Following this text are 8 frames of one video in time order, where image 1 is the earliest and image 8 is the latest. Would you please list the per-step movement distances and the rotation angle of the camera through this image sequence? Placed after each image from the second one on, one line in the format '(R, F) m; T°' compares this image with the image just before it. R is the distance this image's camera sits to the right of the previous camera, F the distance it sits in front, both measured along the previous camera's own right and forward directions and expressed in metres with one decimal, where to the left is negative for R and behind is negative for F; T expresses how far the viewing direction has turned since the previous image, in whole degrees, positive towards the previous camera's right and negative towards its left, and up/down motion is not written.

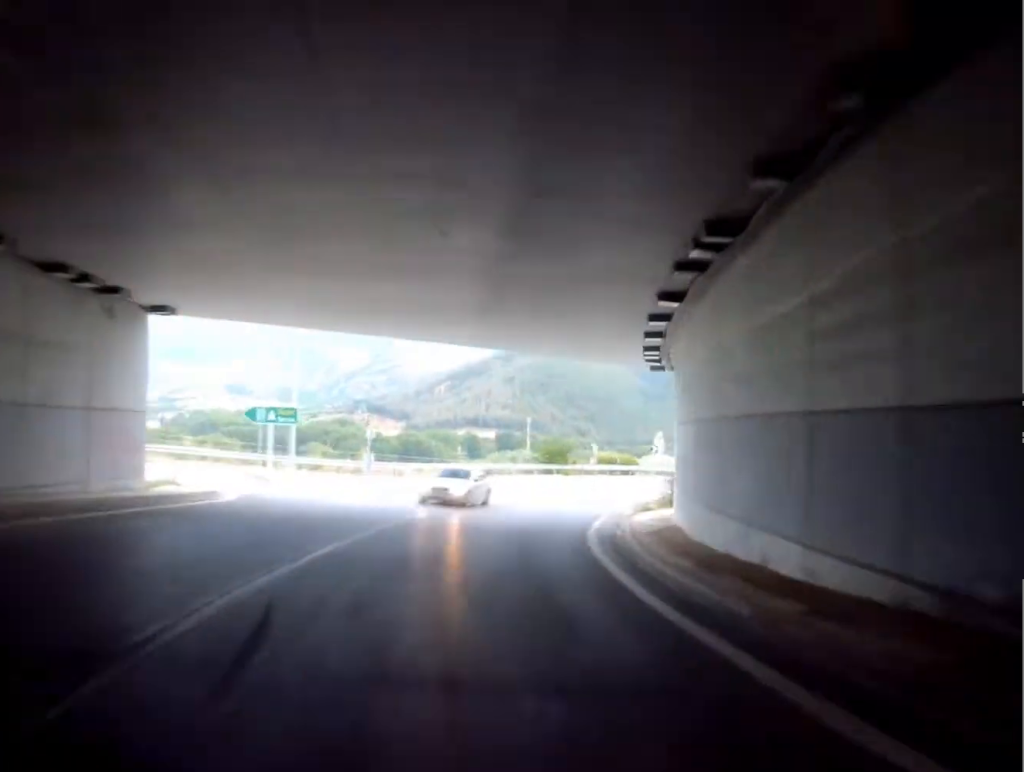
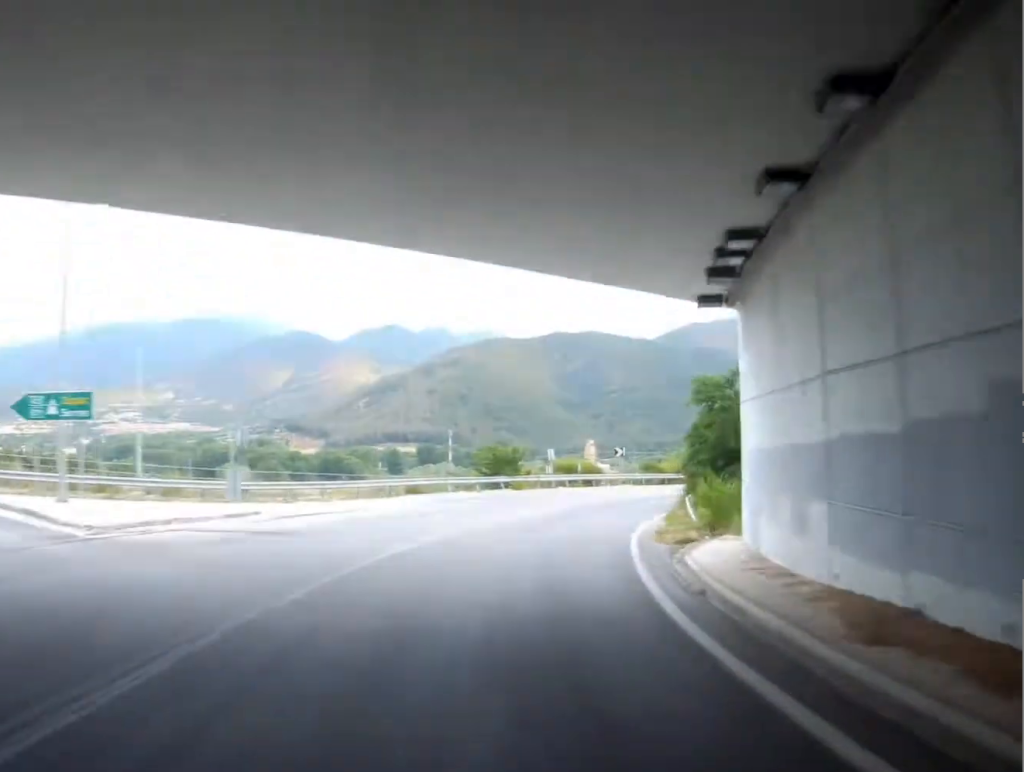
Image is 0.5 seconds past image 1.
(0.0, +13.9) m; +4°
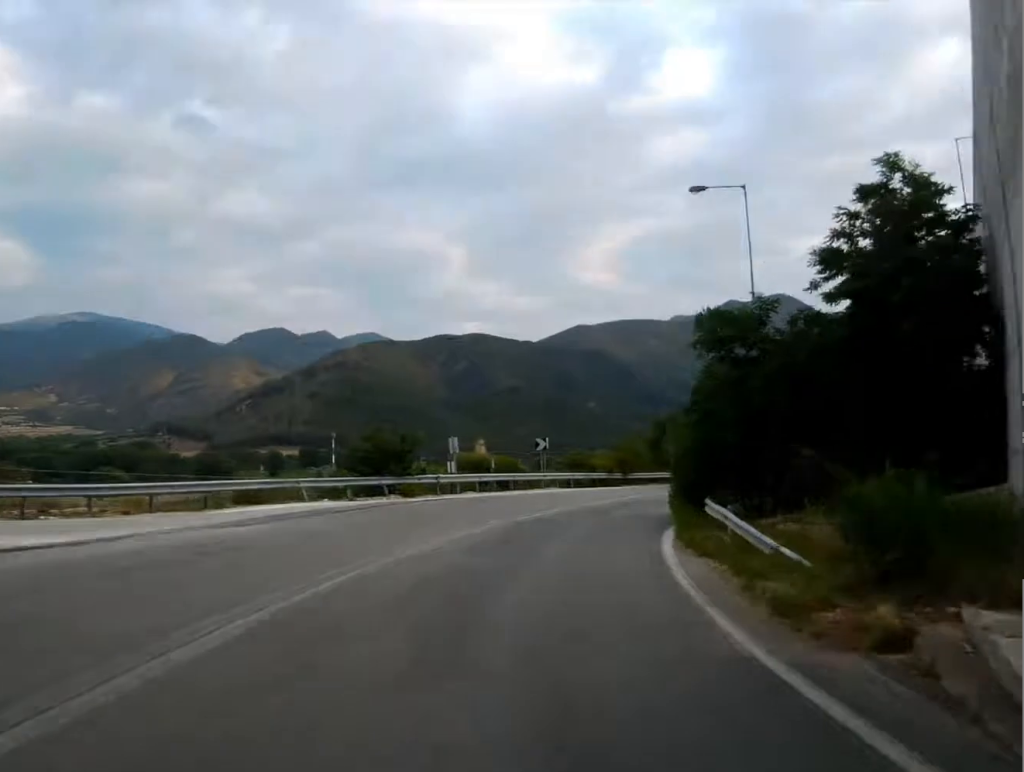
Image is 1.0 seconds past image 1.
(-0.7, +14.7) m; +7°
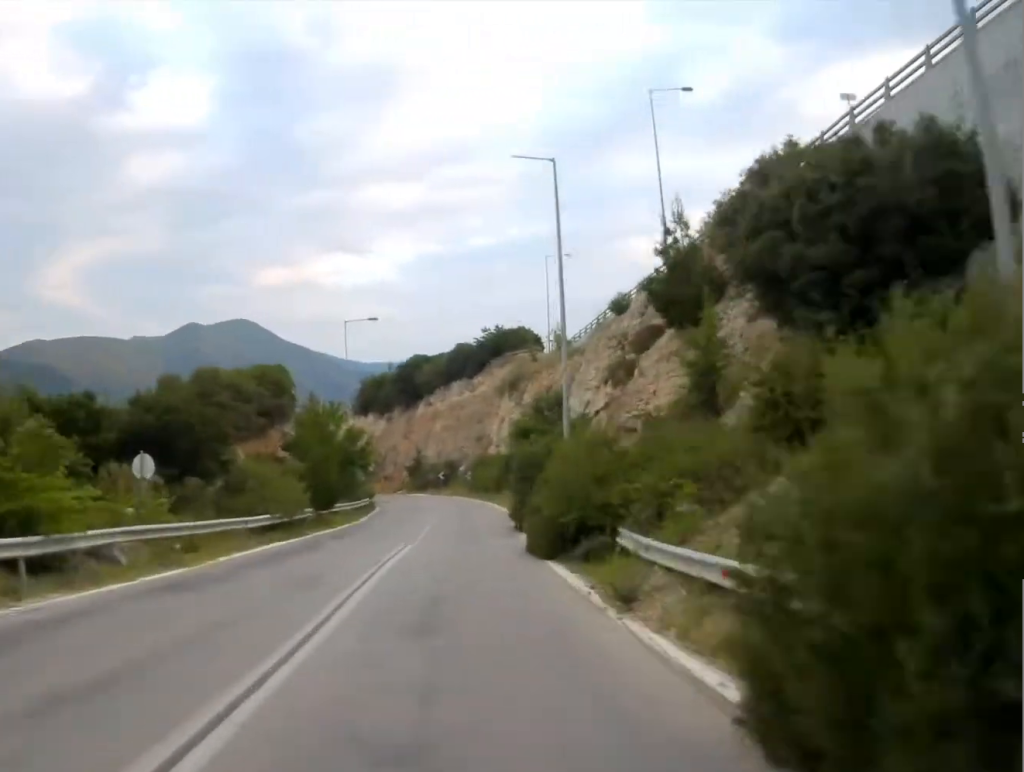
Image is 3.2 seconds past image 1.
(+18.5, +56.4) m; +30°
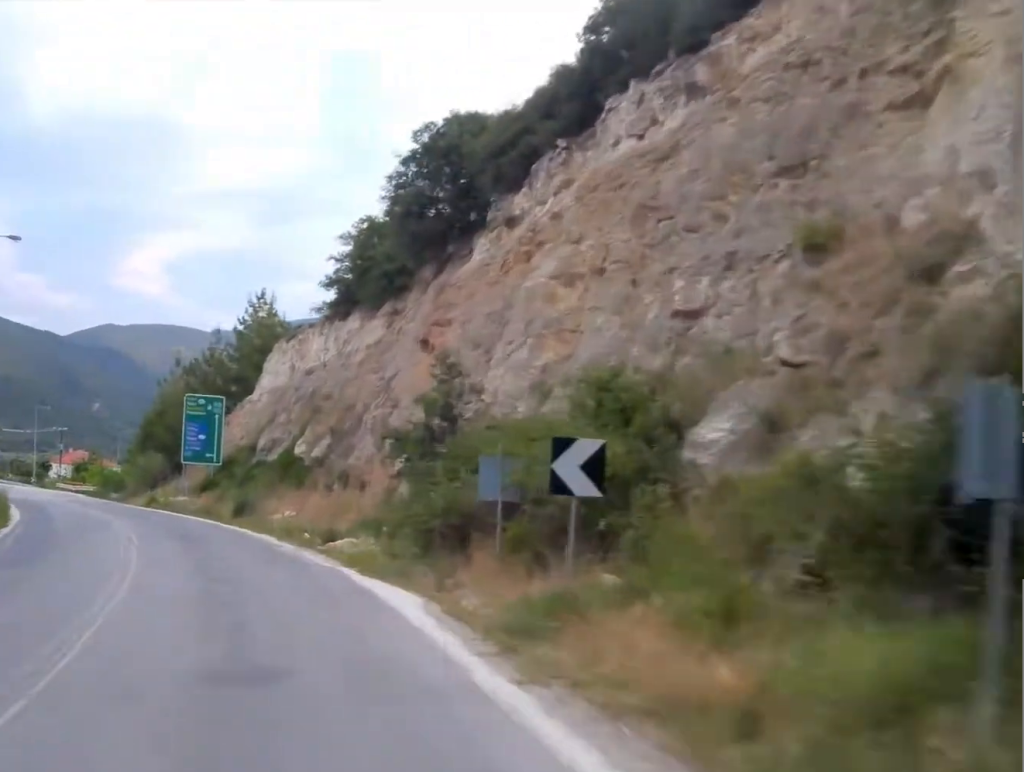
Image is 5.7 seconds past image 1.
(+2.8, +71.9) m; -6°
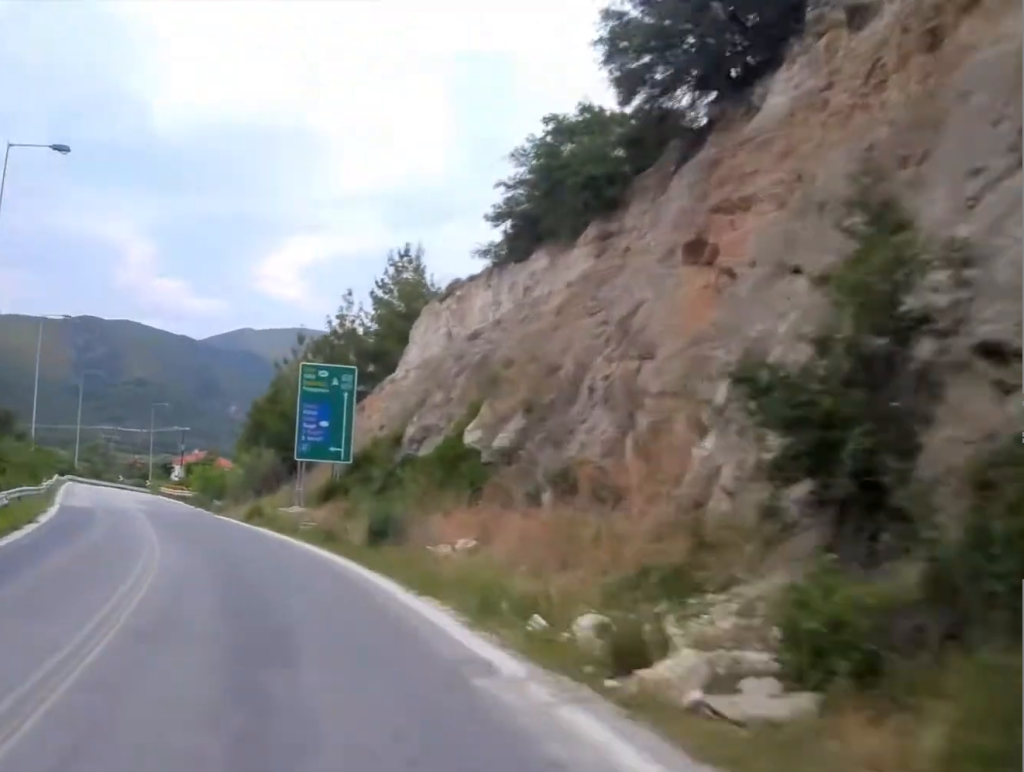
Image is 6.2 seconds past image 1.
(+0.3, +12.9) m; -6°
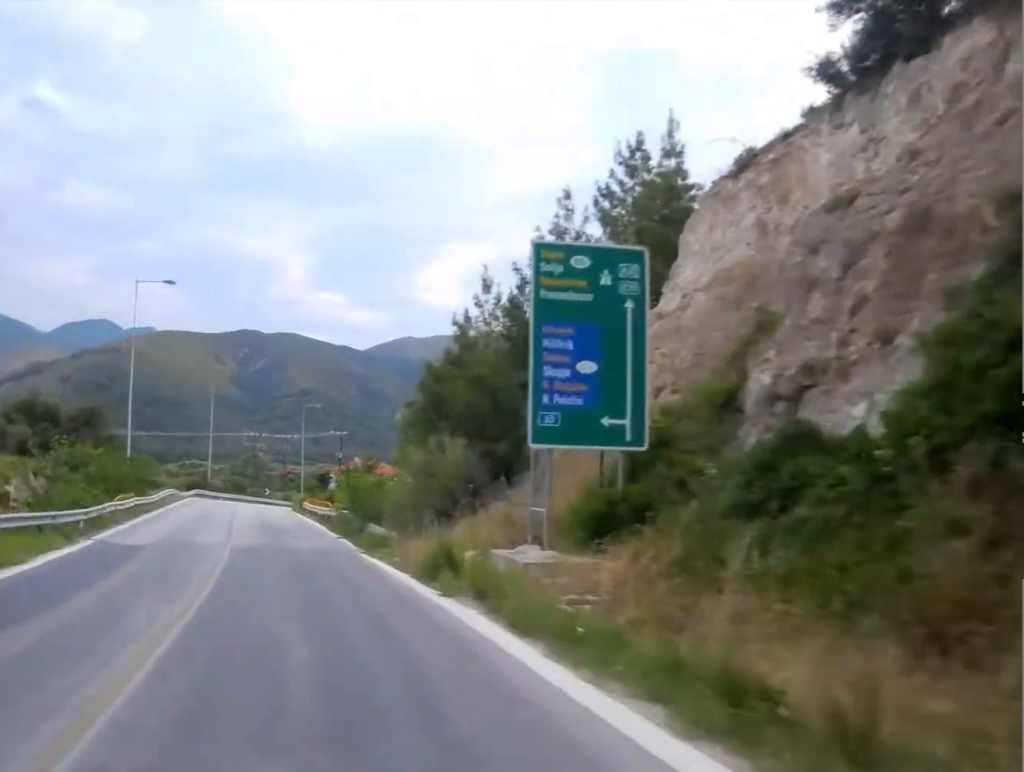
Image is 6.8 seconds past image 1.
(-2.3, +16.9) m; -8°
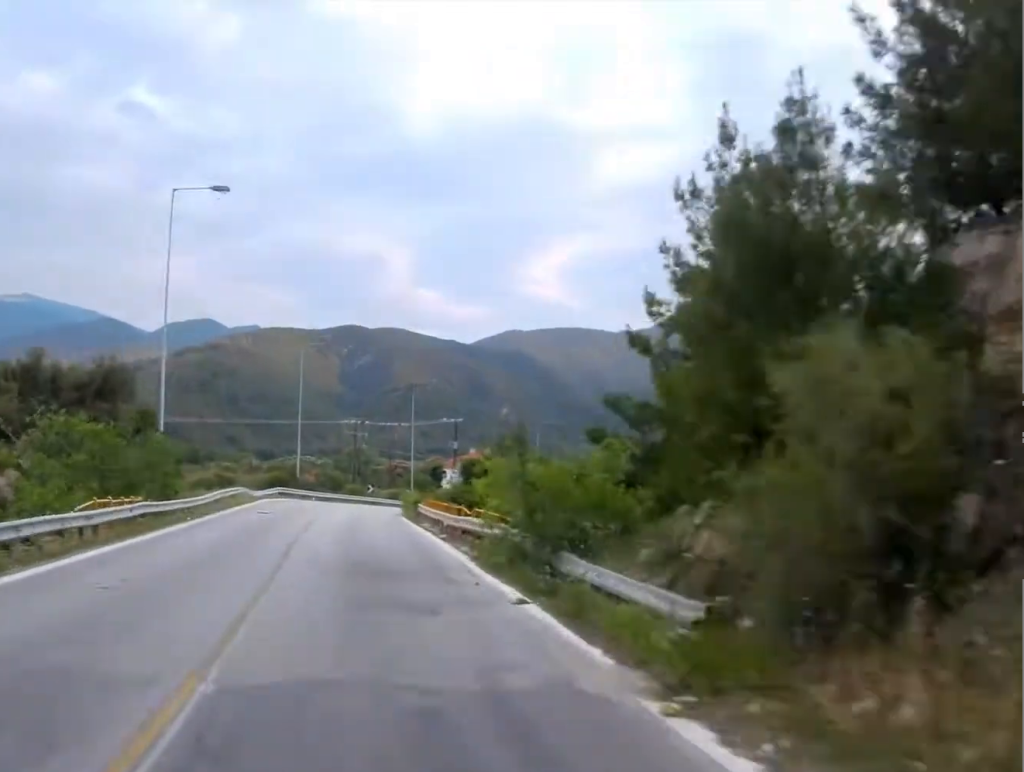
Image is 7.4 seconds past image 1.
(-1.0, +16.2) m; -6°
